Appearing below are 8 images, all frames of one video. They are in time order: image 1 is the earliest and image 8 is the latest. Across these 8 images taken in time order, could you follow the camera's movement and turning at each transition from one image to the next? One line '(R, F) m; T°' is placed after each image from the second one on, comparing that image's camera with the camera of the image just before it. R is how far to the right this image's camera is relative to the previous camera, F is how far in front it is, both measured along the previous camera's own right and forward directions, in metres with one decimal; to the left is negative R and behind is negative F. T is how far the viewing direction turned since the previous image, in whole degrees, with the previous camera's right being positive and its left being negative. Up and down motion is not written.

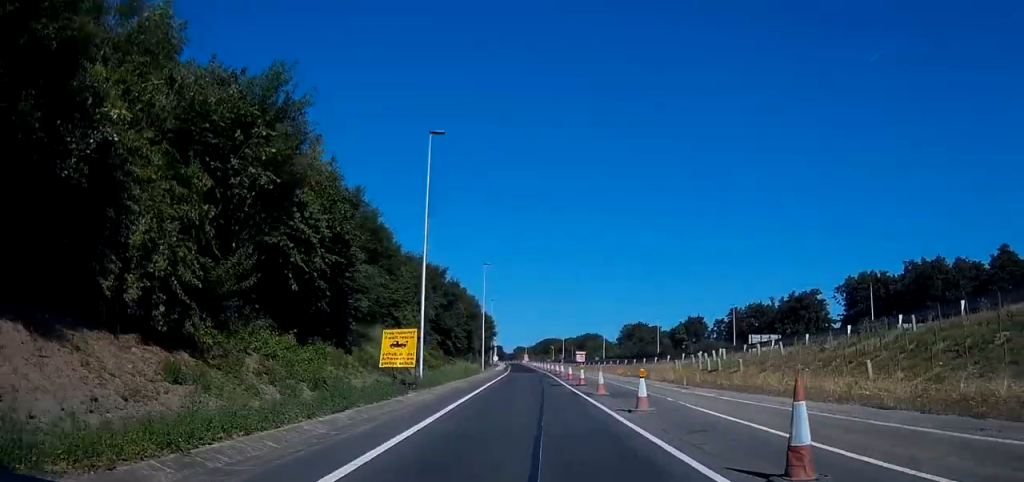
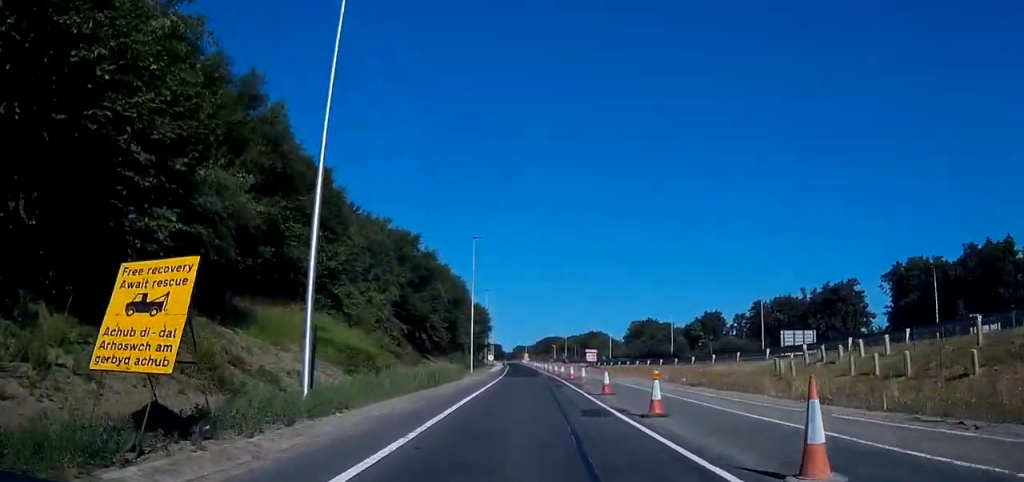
(0.0, +18.5) m; 0°
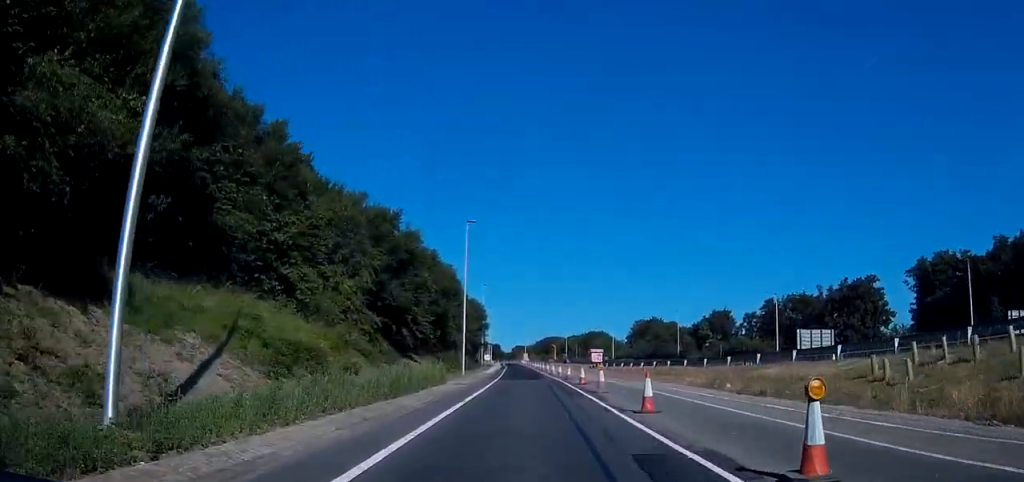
(0.0, +8.2) m; 0°
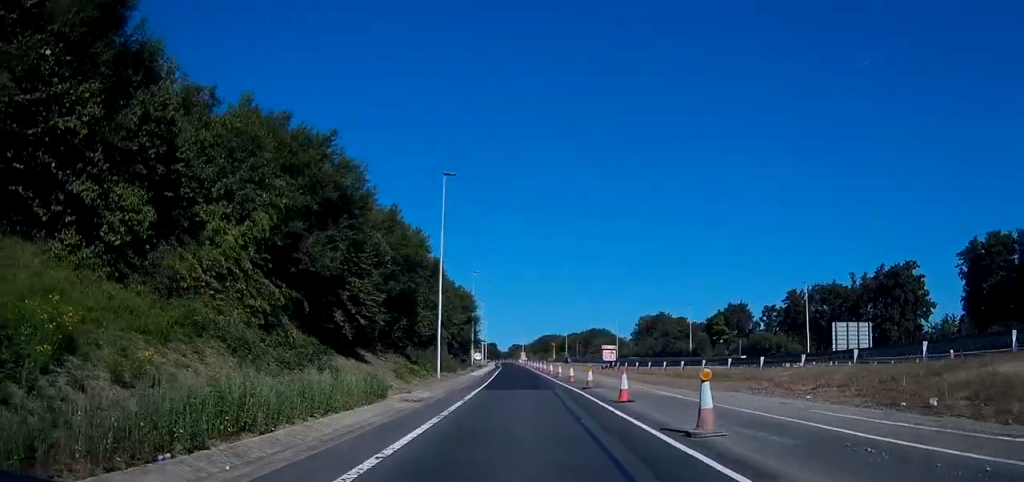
(0.0, +15.3) m; 0°
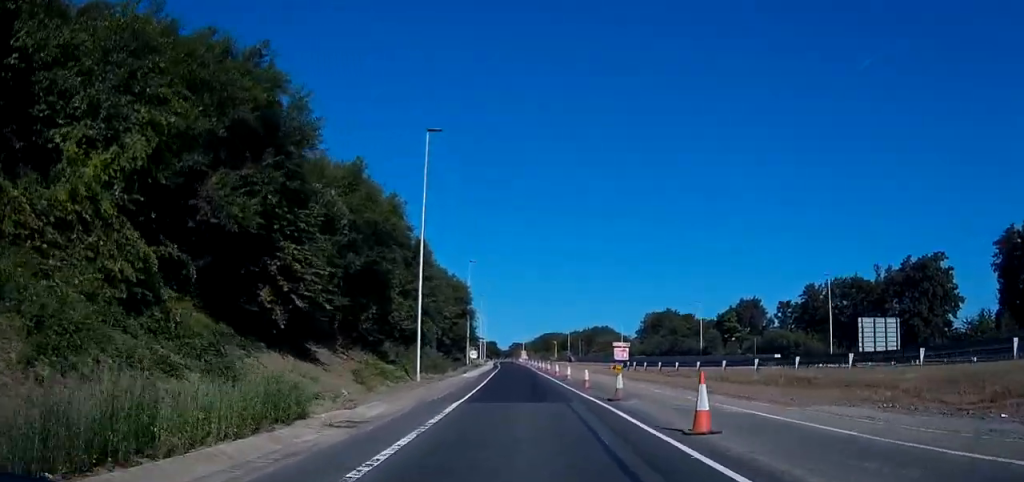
(0.0, +8.6) m; 0°
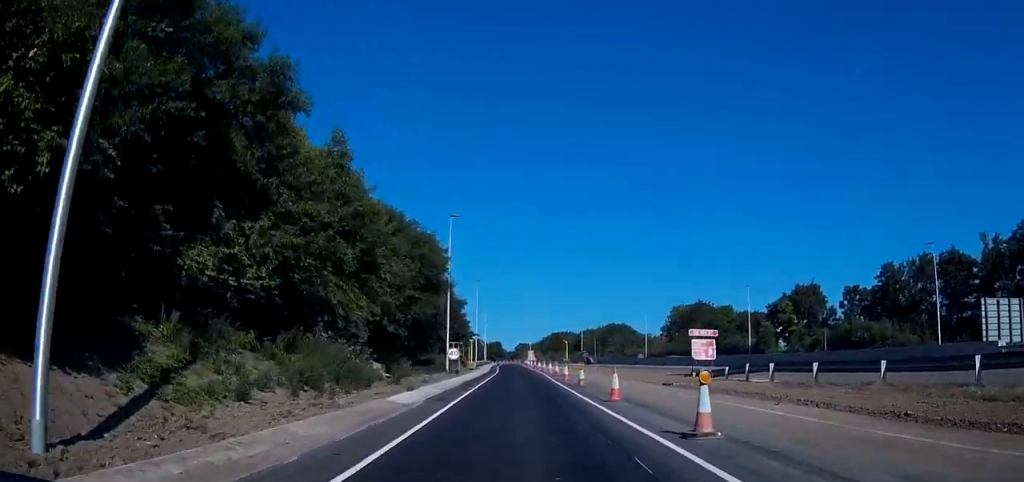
(0.0, +28.4) m; 0°
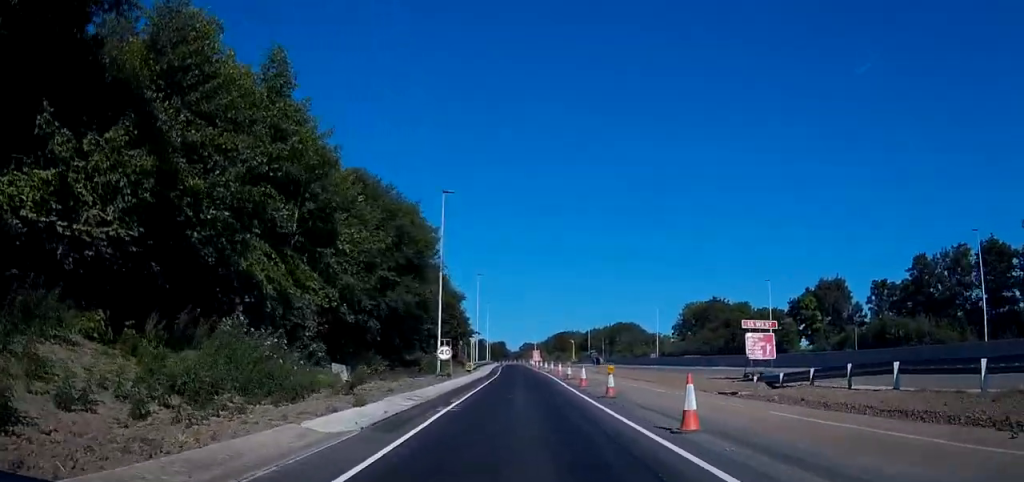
(0.0, +8.5) m; 0°
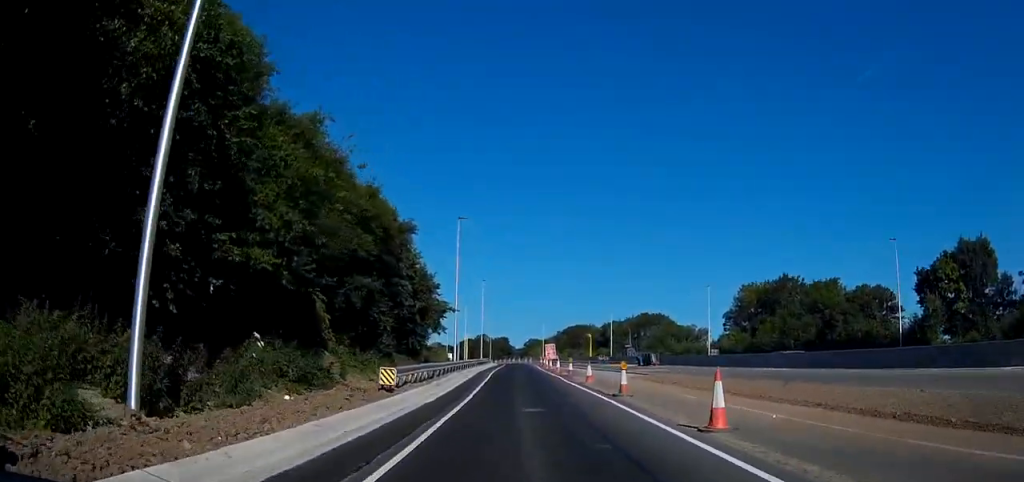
(-0.5, +39.0) m; 0°
